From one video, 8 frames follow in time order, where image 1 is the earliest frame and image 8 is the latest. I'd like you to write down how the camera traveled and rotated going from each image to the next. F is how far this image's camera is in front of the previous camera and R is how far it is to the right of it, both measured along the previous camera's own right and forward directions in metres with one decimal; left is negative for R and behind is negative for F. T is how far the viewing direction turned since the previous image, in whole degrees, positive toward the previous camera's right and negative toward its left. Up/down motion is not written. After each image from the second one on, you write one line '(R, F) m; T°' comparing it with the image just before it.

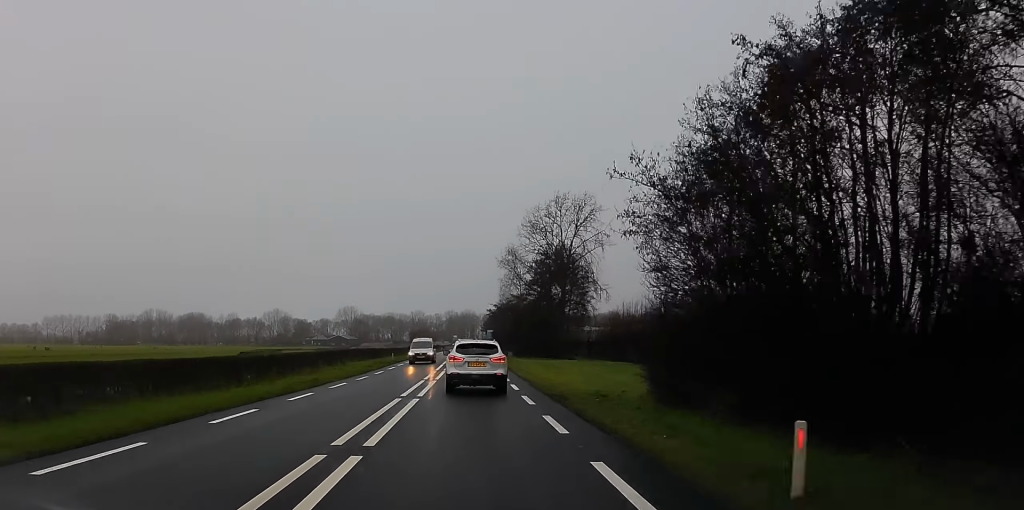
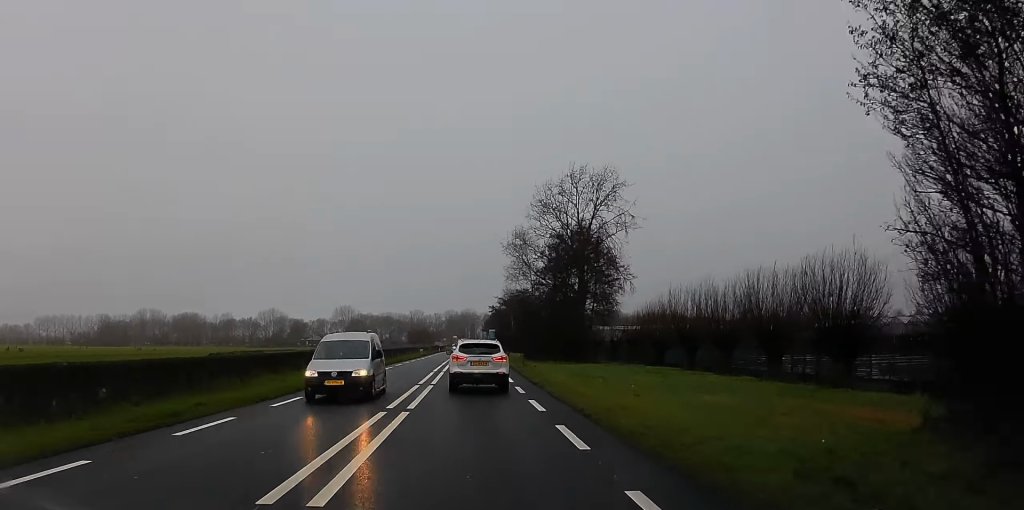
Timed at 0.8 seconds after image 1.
(-0.1, +13.8) m; -2°
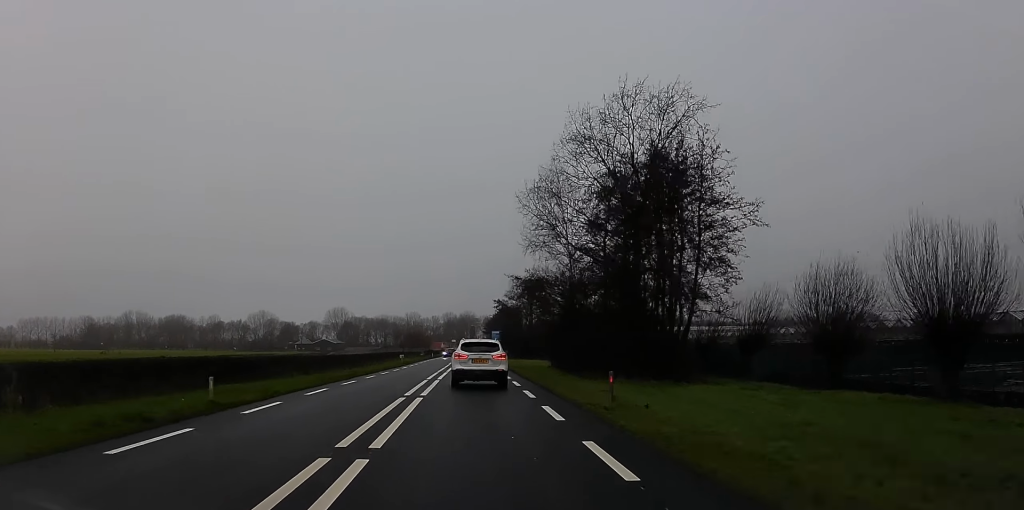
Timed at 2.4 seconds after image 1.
(-0.3, +25.9) m; +4°
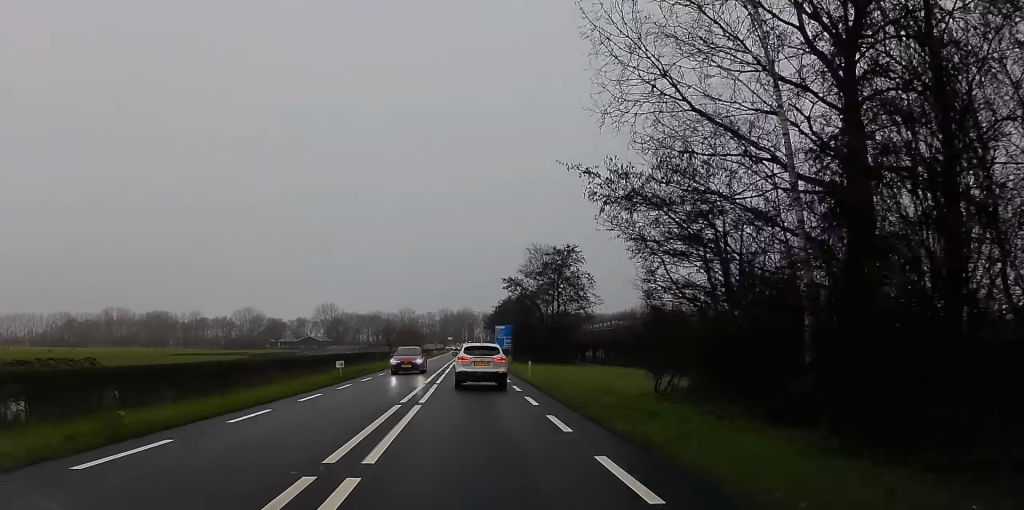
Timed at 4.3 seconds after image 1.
(+1.9, +30.3) m; -1°
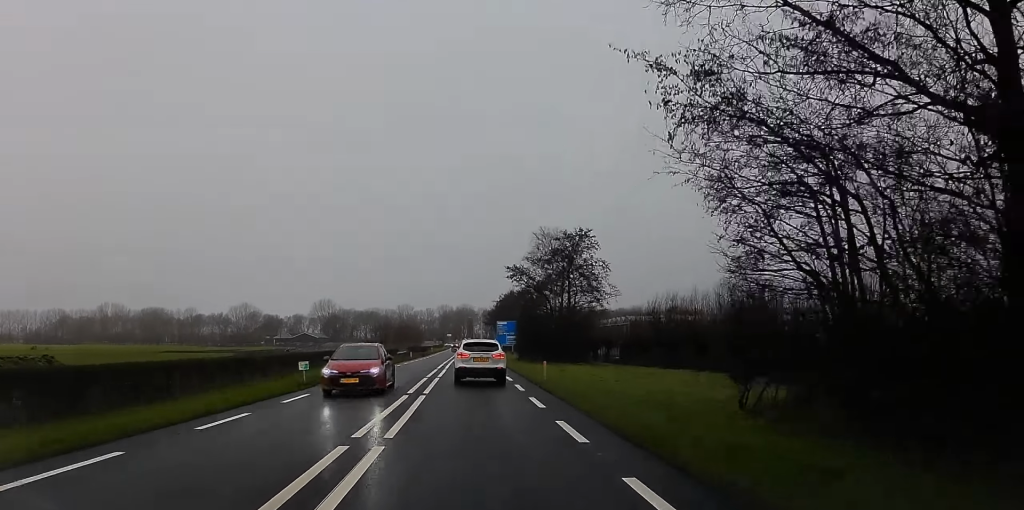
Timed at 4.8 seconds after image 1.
(-0.3, +7.9) m; -1°
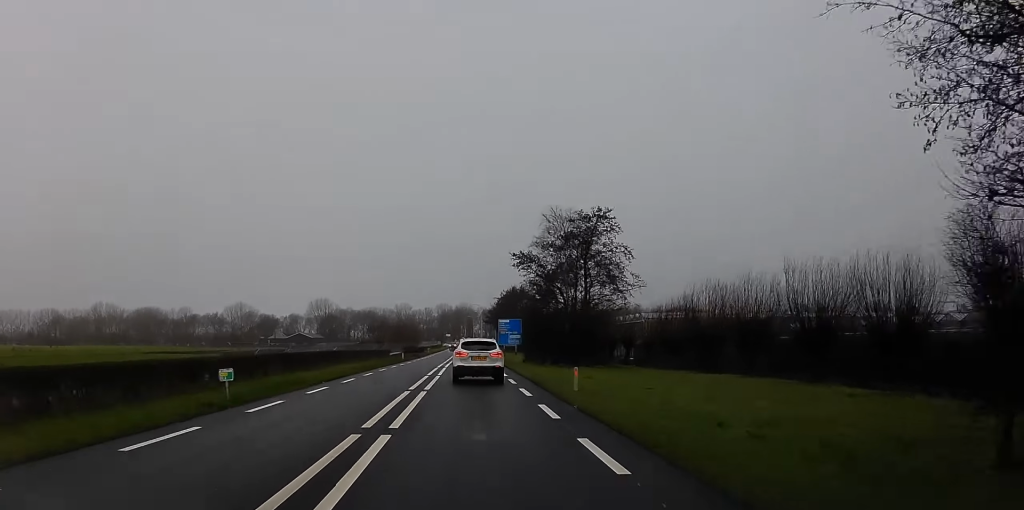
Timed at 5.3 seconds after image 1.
(-0.2, +8.6) m; -1°
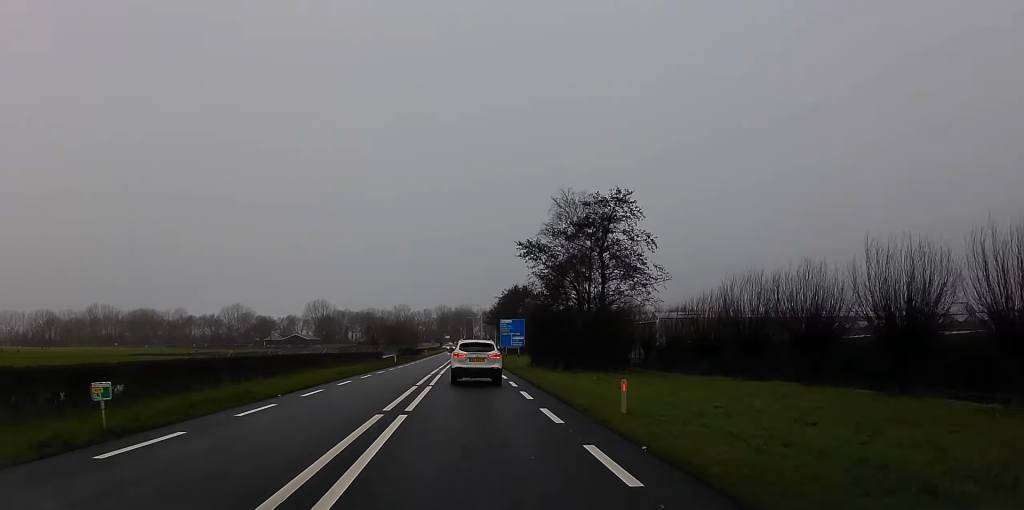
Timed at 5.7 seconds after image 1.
(-0.1, +6.6) m; +1°
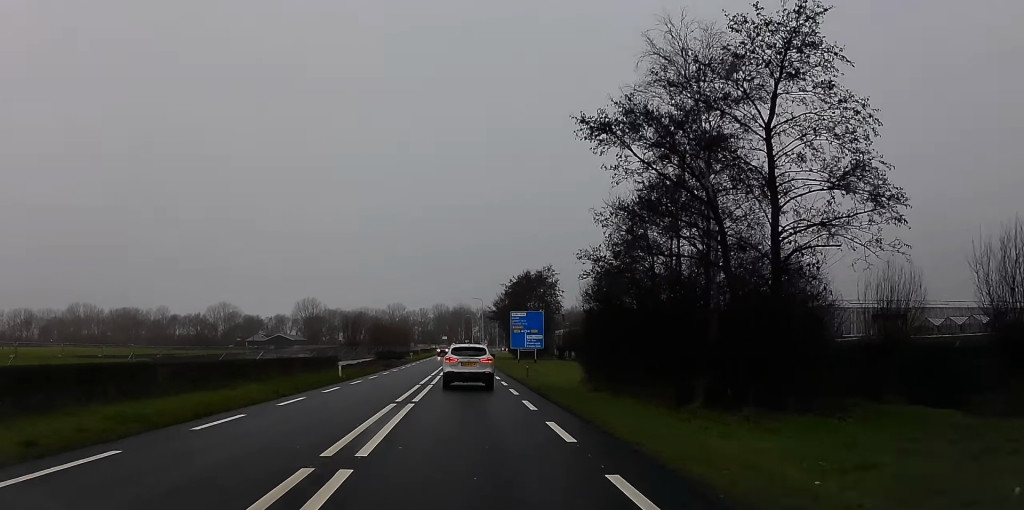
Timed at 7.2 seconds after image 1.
(+0.6, +26.1) m; +3°
